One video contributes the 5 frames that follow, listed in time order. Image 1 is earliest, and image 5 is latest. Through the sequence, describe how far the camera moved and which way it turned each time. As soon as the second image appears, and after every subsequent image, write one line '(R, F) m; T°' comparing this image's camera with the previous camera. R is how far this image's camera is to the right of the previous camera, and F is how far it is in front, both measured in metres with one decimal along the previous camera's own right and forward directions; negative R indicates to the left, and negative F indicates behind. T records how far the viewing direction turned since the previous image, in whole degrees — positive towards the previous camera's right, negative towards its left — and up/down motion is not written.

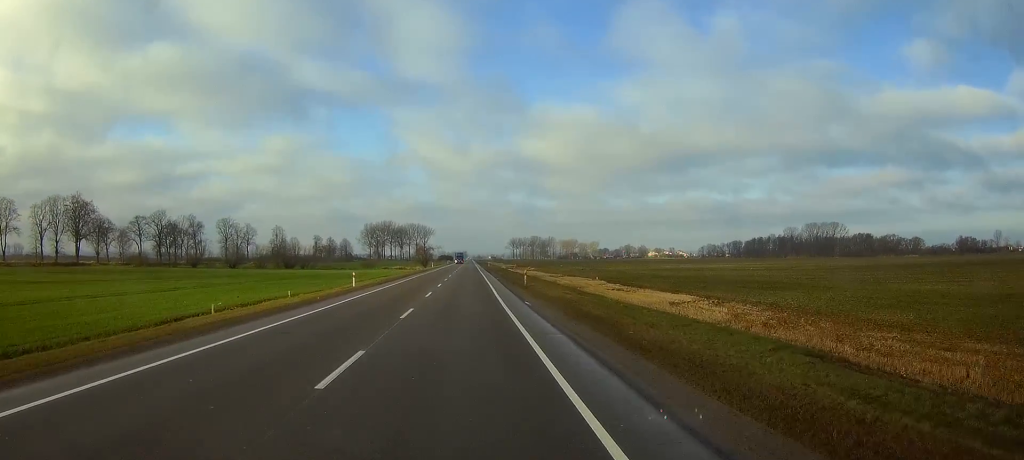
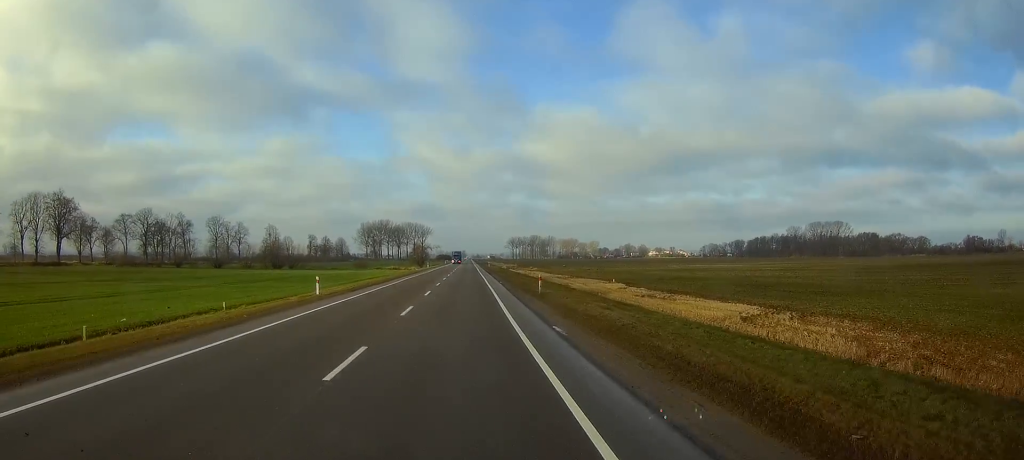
(+0.1, +11.2) m; 0°
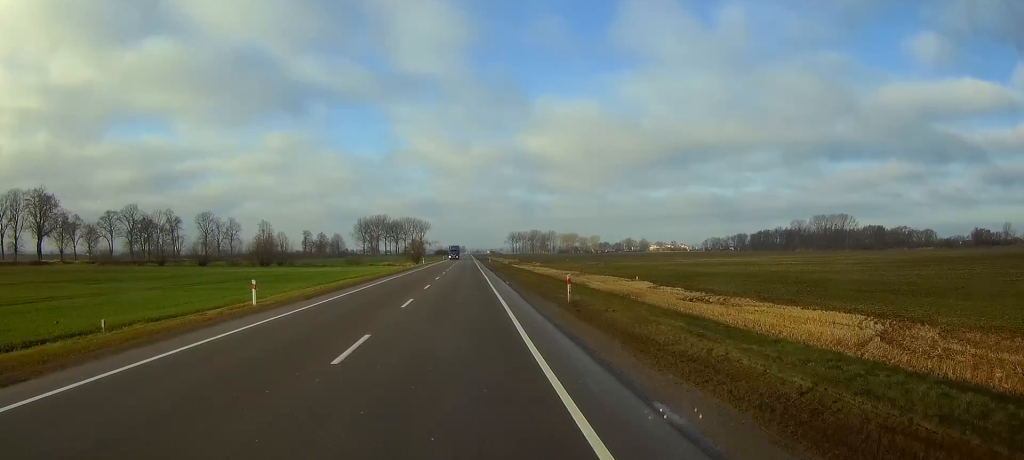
(0.0, +11.2) m; 0°
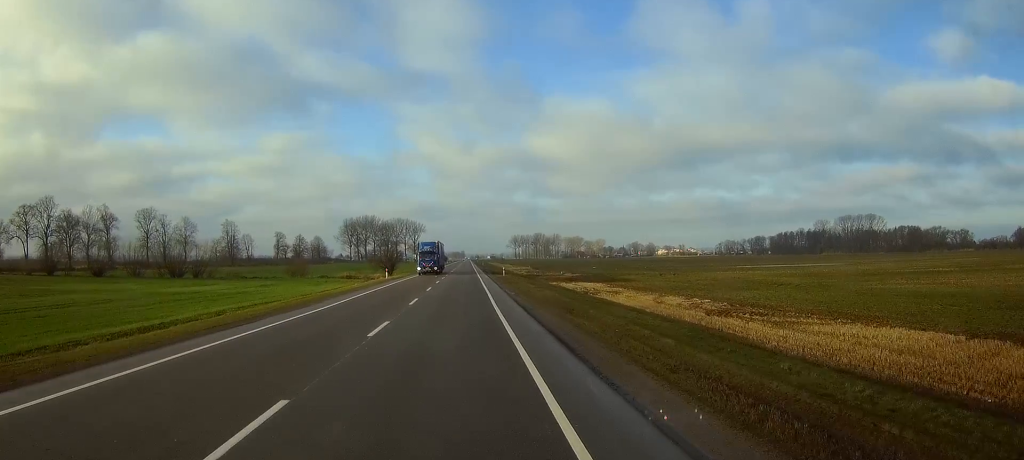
(-0.2, +55.4) m; 0°
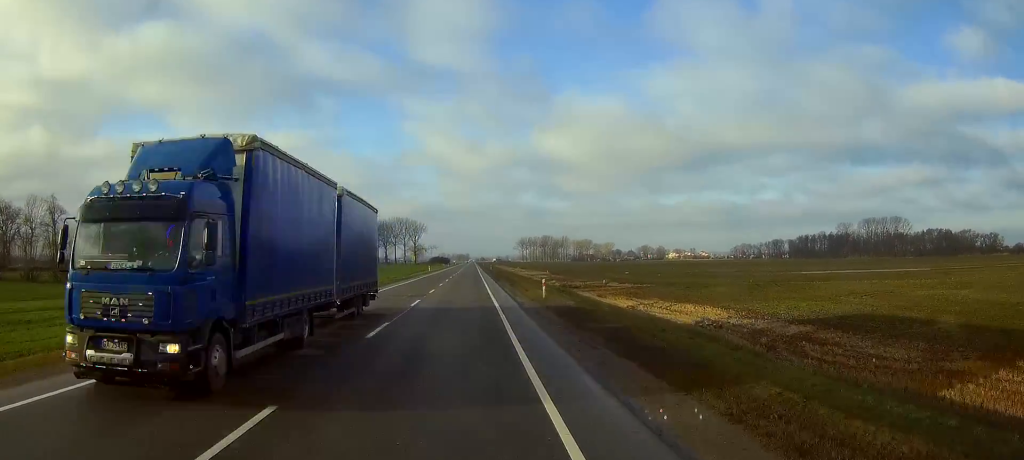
(+0.2, +36.9) m; 0°
